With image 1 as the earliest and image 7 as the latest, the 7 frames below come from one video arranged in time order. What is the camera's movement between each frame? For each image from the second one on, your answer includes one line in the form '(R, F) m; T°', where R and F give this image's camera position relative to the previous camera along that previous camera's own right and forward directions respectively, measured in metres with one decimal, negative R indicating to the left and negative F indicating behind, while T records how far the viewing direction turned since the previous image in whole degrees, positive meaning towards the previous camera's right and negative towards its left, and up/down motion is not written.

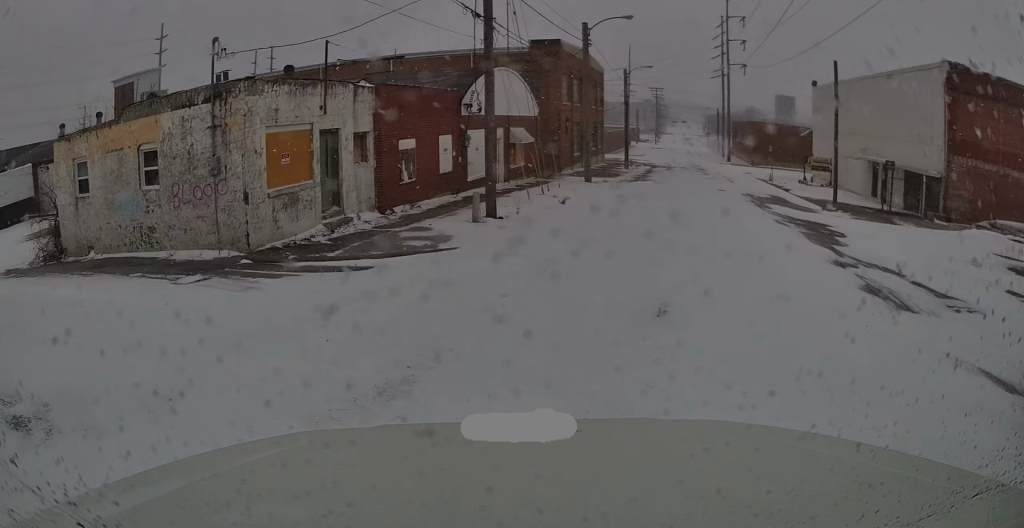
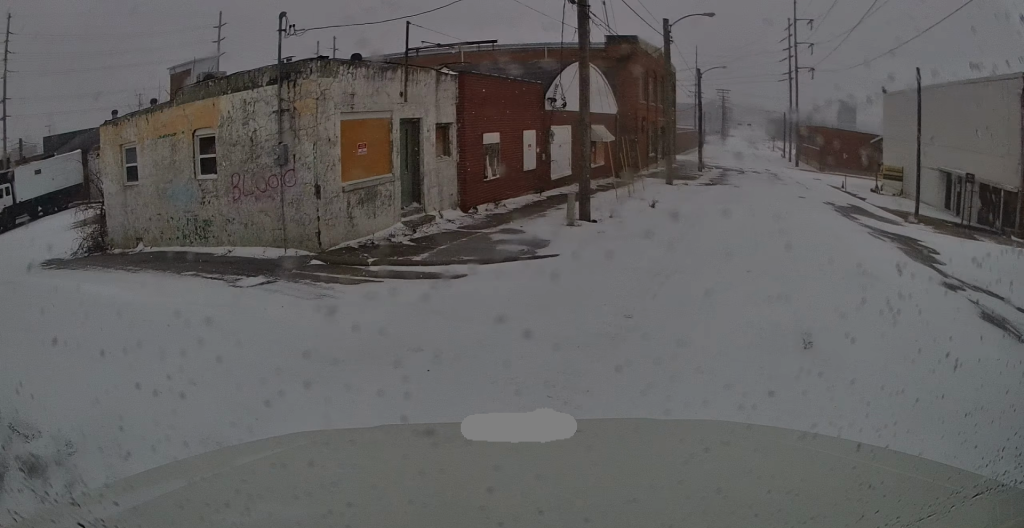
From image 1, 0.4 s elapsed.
(-0.1, +1.1) m; -7°
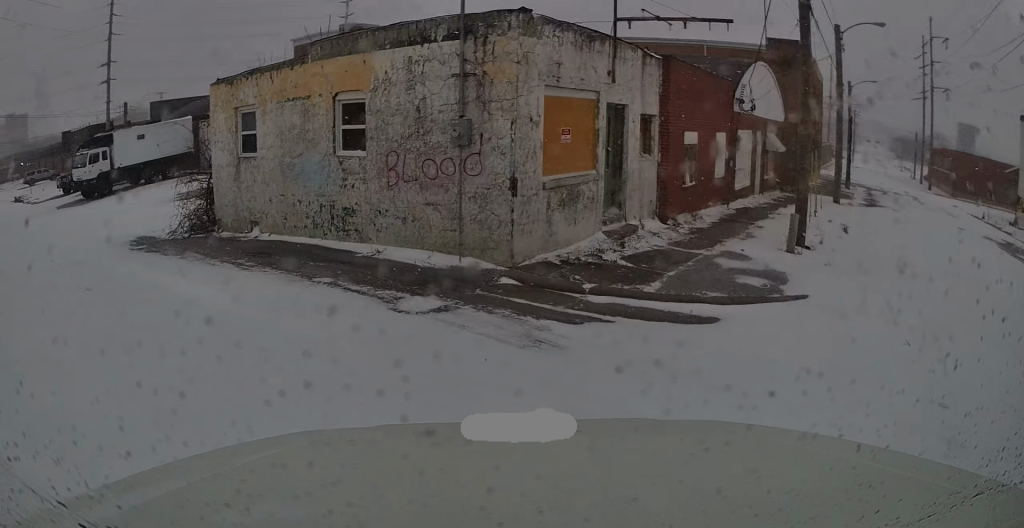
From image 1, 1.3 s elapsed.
(-0.3, +2.2) m; -13°
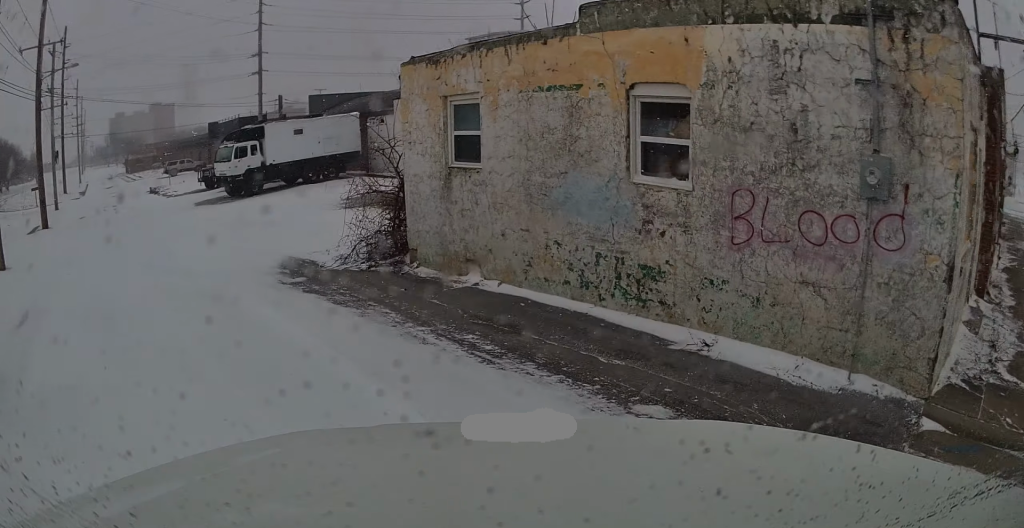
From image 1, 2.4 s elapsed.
(-0.5, +3.4) m; -17°
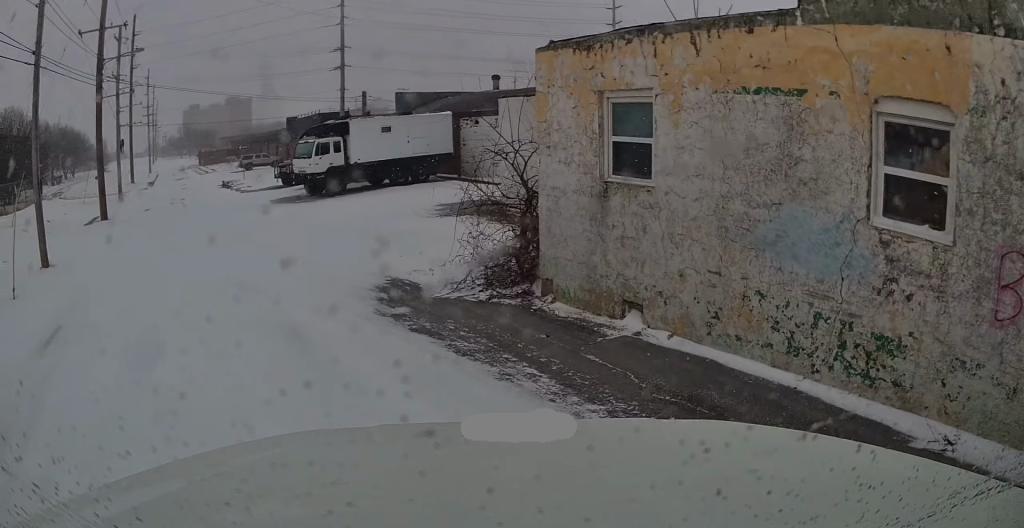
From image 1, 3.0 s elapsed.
(-0.1, +2.1) m; -9°
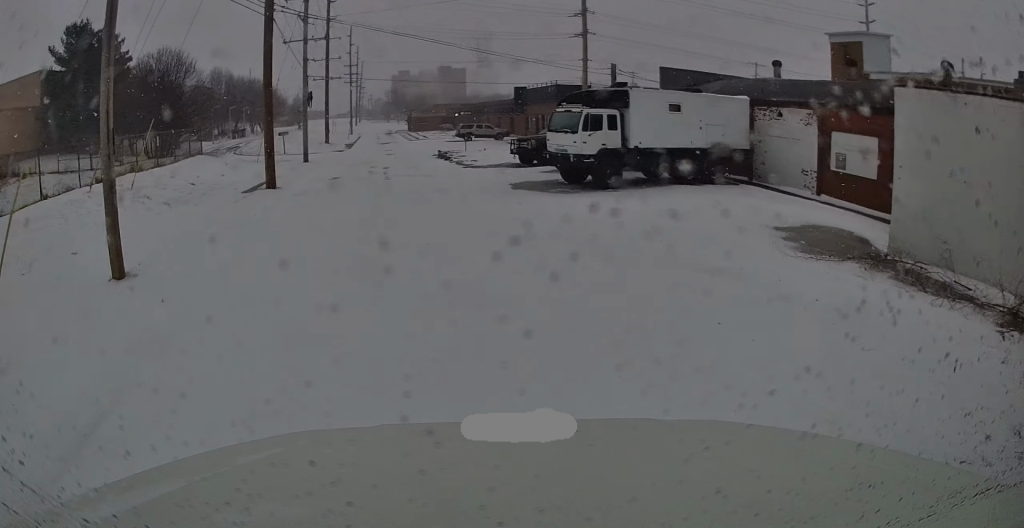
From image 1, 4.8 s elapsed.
(-1.6, +7.4) m; -17°
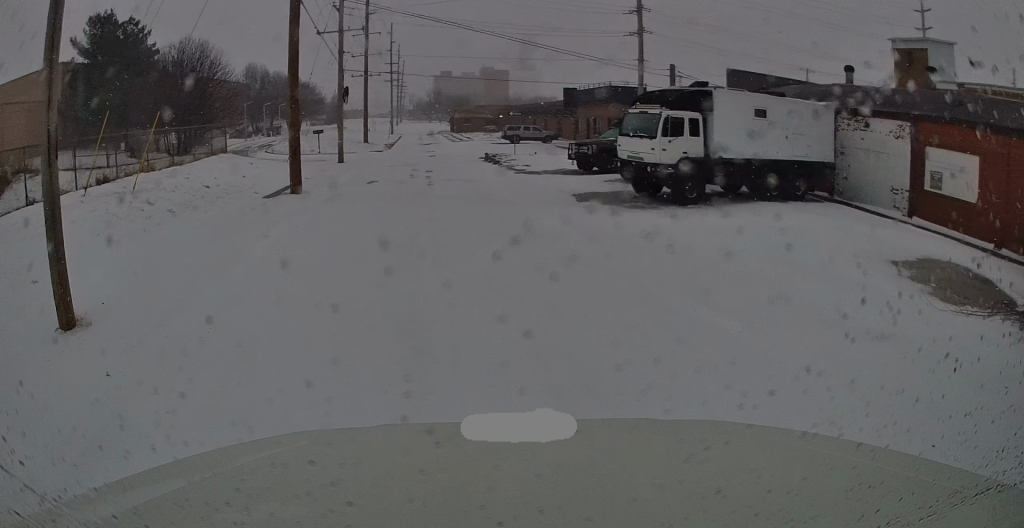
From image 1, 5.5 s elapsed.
(-0.1, +2.8) m; -1°
